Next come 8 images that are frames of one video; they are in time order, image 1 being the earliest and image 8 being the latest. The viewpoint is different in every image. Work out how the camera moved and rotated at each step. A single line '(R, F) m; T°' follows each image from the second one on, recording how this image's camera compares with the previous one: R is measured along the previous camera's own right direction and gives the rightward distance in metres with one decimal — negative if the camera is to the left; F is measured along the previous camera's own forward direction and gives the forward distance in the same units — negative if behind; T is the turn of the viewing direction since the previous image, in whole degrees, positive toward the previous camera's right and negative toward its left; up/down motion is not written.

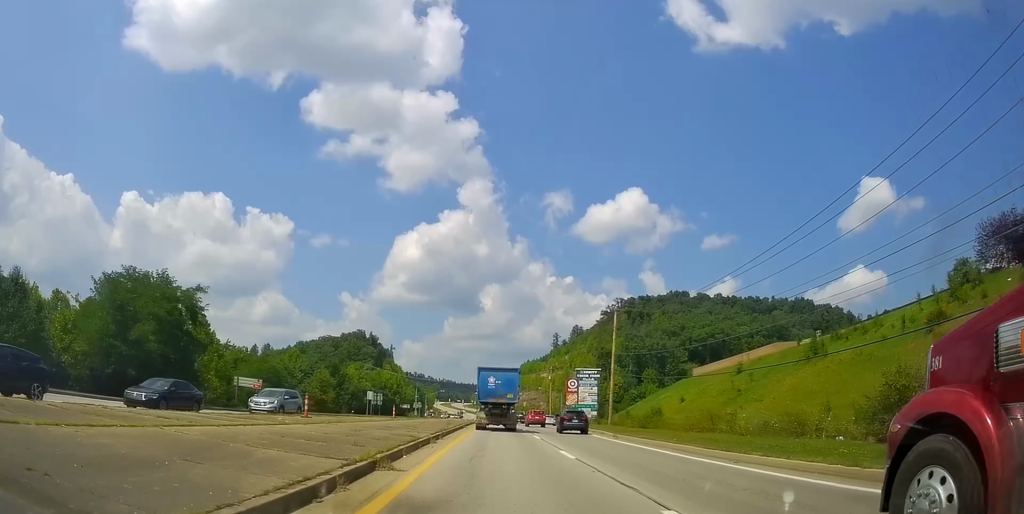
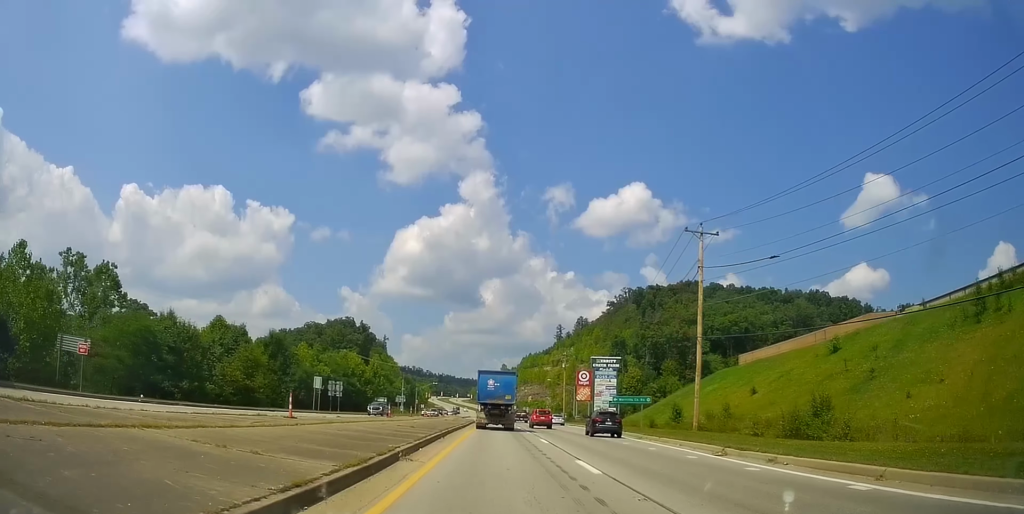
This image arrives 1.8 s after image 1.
(+0.9, +28.9) m; 0°
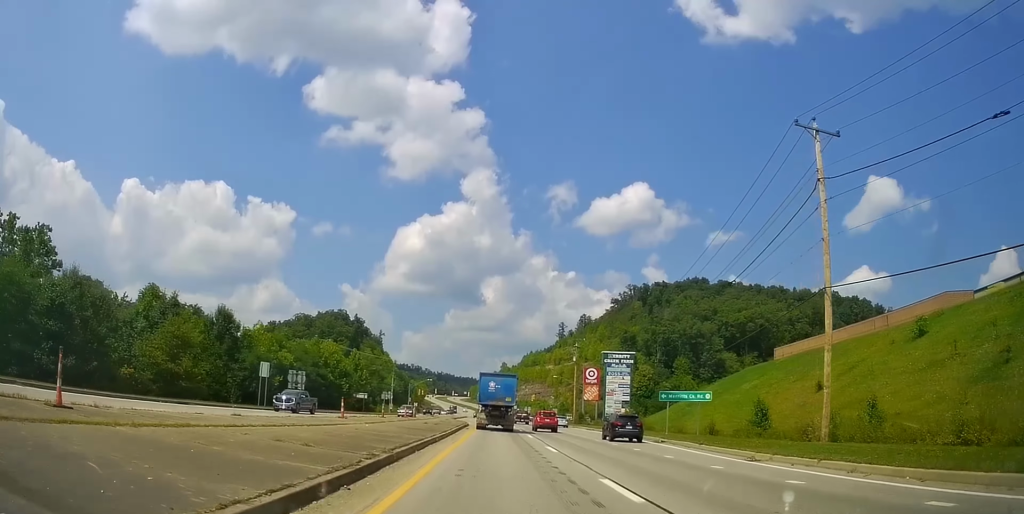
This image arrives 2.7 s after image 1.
(-0.2, +16.2) m; -2°
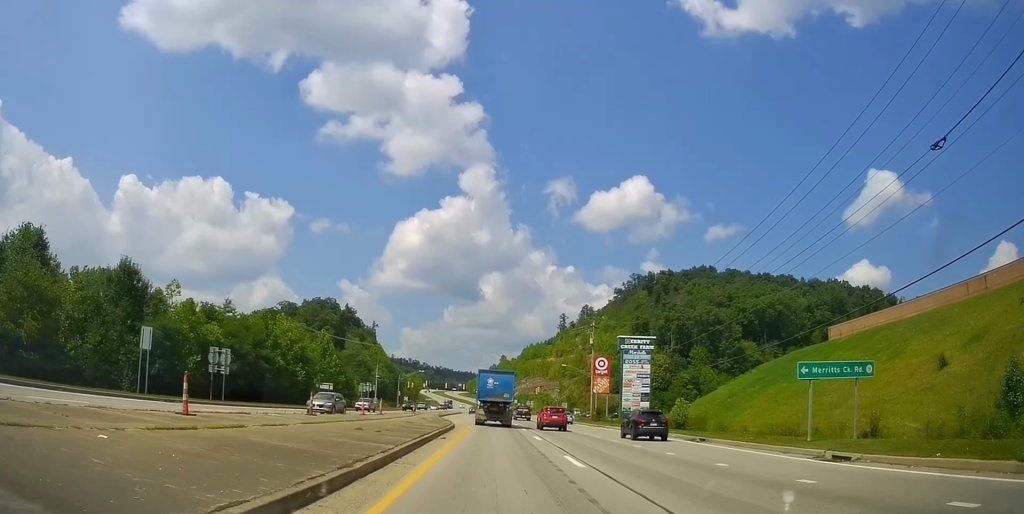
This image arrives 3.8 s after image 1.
(-0.4, +19.3) m; +1°
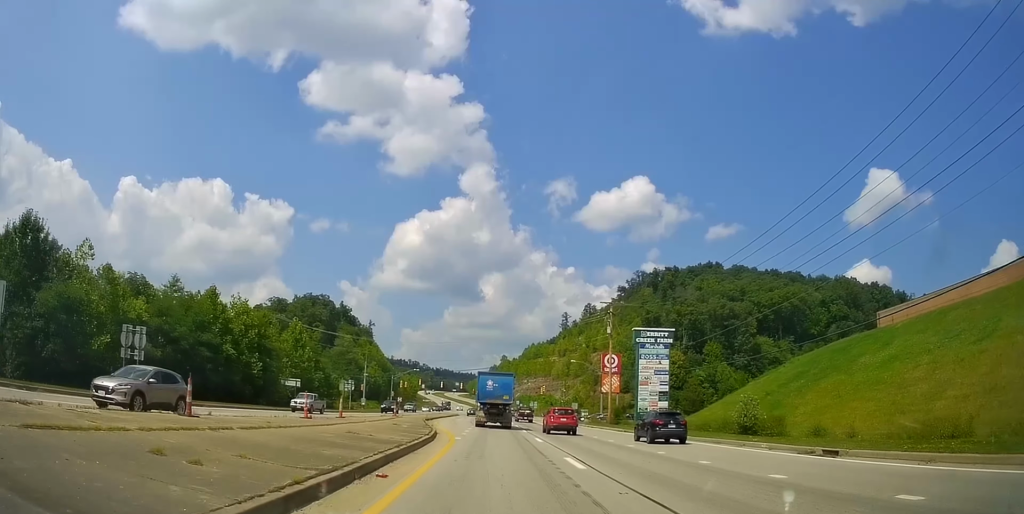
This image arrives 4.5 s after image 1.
(+0.5, +12.8) m; 0°
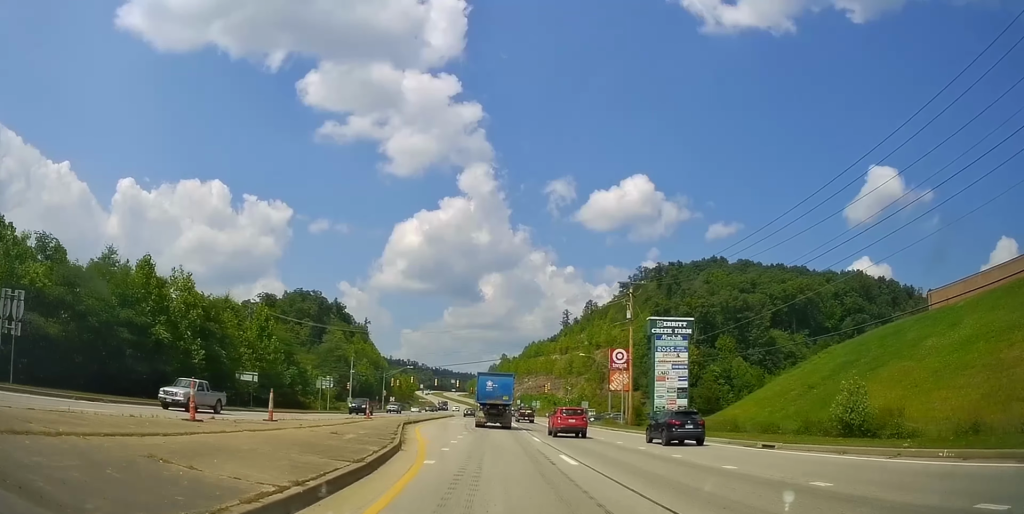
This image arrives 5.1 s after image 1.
(+0.4, +11.2) m; 0°
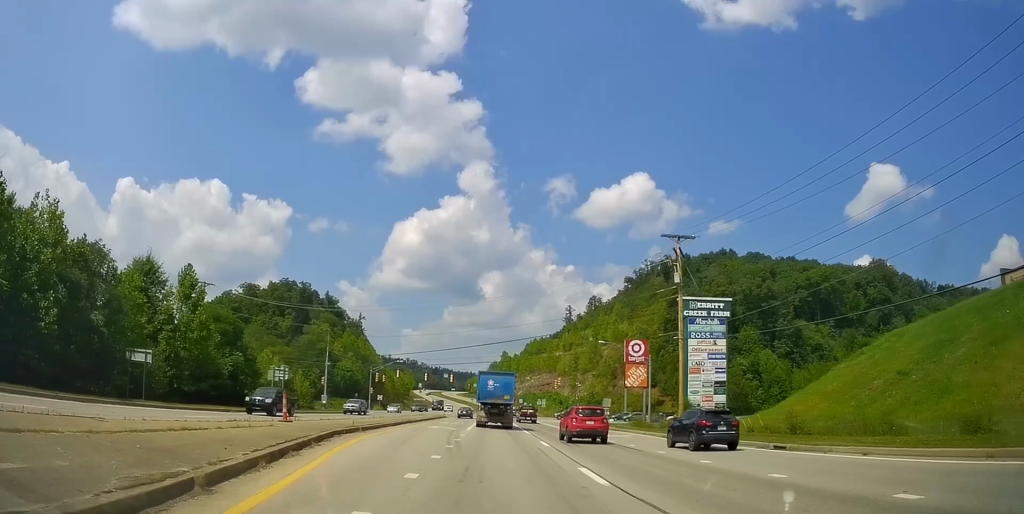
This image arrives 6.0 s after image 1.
(-1.1, +16.7) m; -1°
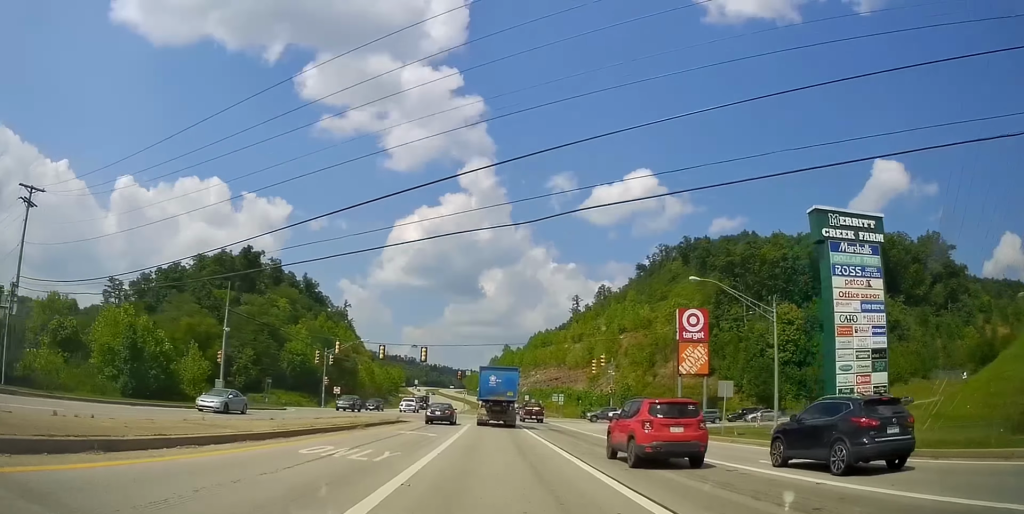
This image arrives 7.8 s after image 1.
(+0.7, +36.5) m; +1°
